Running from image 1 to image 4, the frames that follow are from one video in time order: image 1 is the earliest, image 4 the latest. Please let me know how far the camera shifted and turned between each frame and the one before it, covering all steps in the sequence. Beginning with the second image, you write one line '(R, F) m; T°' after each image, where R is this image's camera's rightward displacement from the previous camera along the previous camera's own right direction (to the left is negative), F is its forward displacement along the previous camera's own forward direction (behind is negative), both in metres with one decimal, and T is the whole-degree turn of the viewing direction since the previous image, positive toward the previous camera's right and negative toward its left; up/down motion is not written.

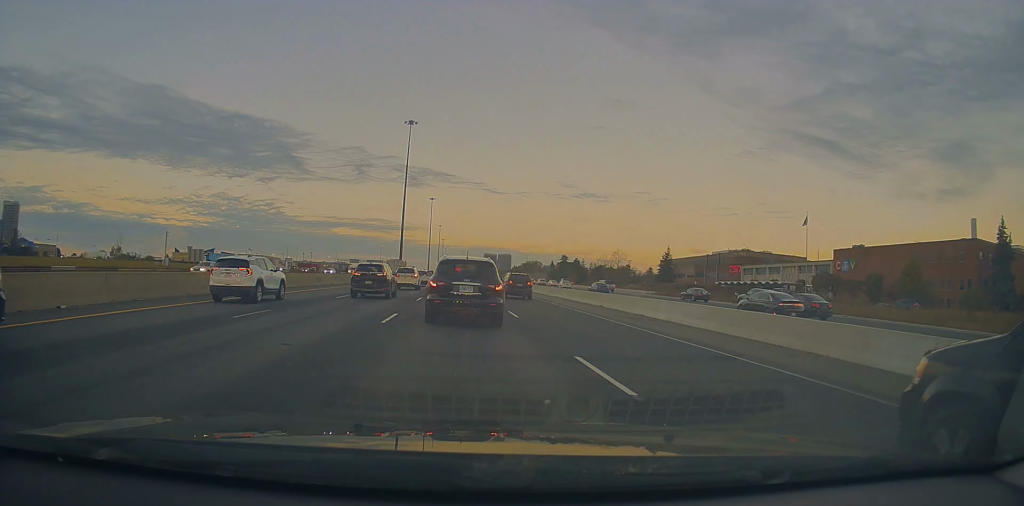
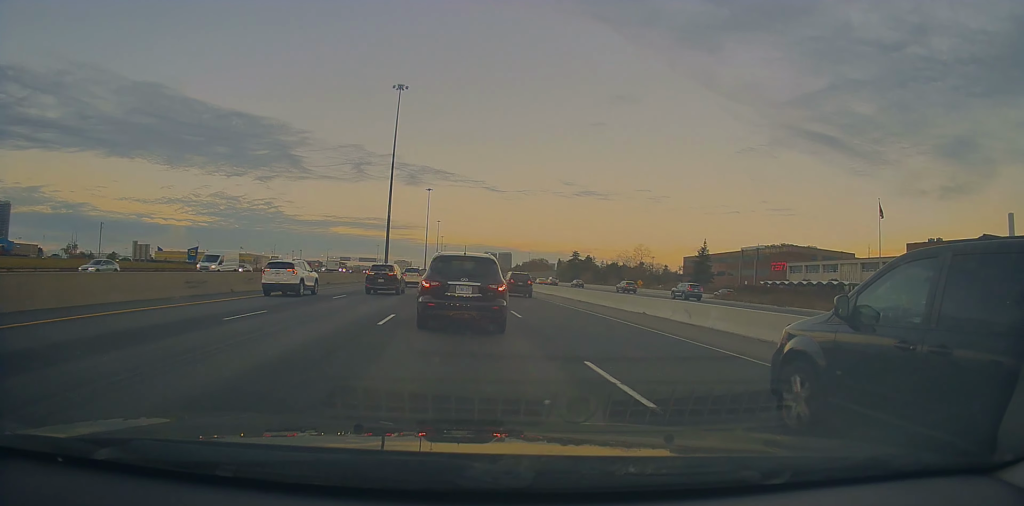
(-0.7, +24.6) m; -3°
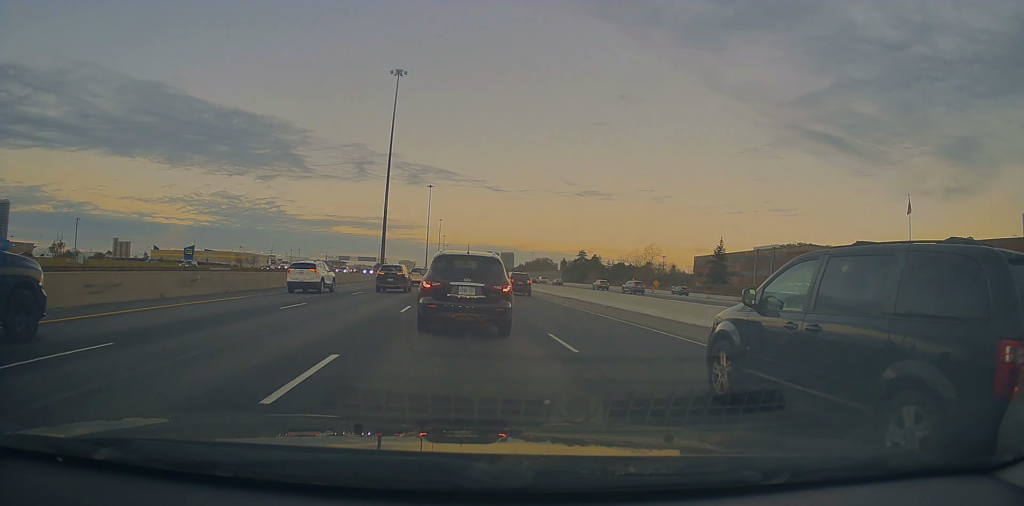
(-0.2, +7.8) m; 0°
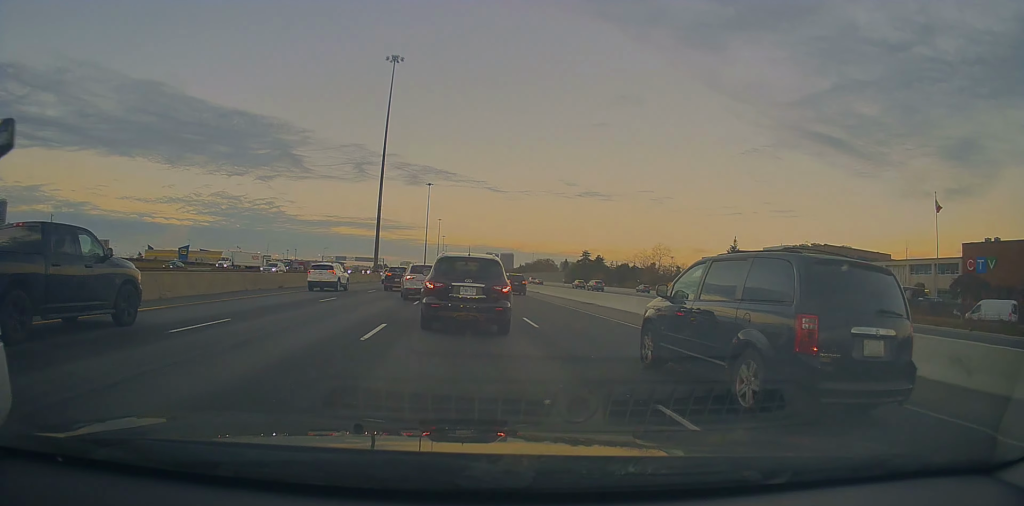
(+0.1, +7.3) m; 0°
